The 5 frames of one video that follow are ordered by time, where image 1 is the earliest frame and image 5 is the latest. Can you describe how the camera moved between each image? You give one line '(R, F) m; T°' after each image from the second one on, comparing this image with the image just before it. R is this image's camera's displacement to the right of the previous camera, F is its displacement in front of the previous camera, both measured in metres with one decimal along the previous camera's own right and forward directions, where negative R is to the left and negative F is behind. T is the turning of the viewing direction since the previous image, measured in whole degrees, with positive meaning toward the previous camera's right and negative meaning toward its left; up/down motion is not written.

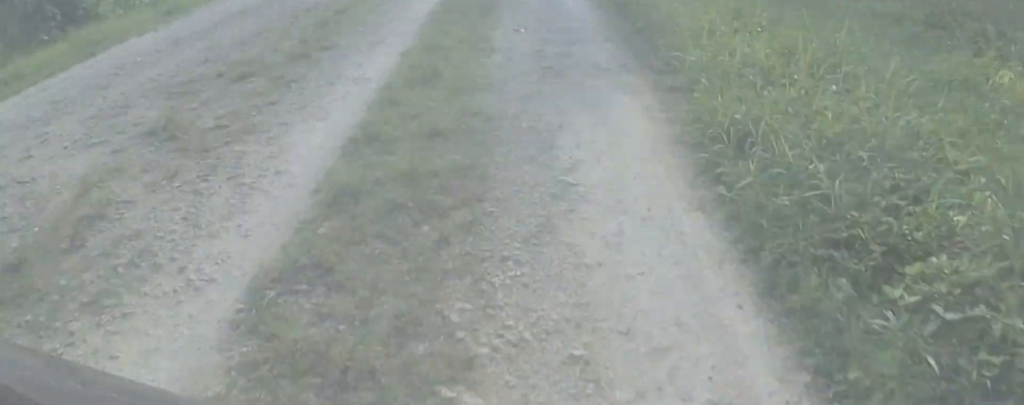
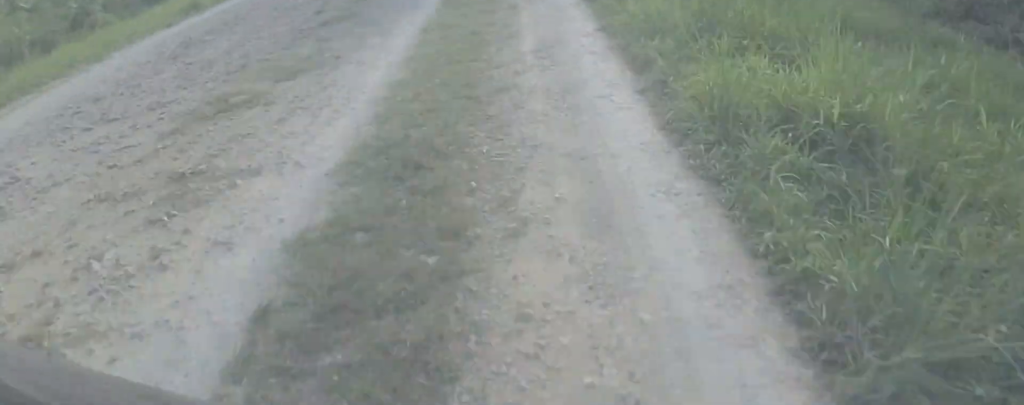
(-0.5, +10.6) m; -3°
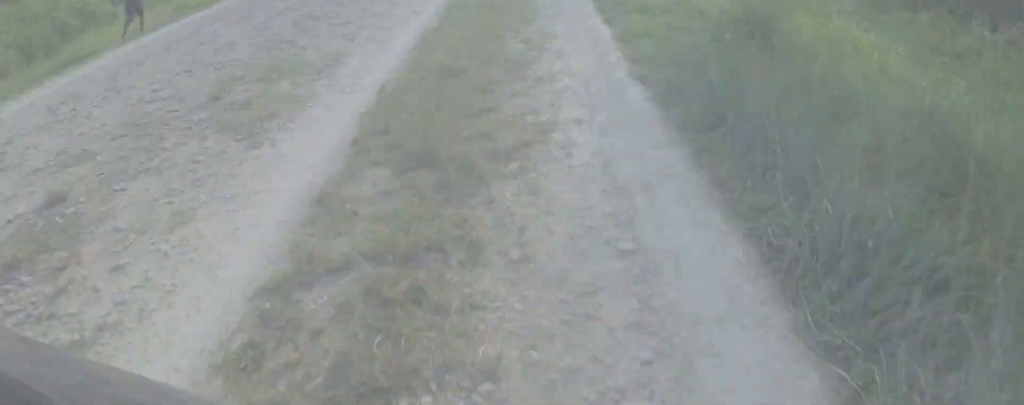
(+0.4, +21.0) m; 0°
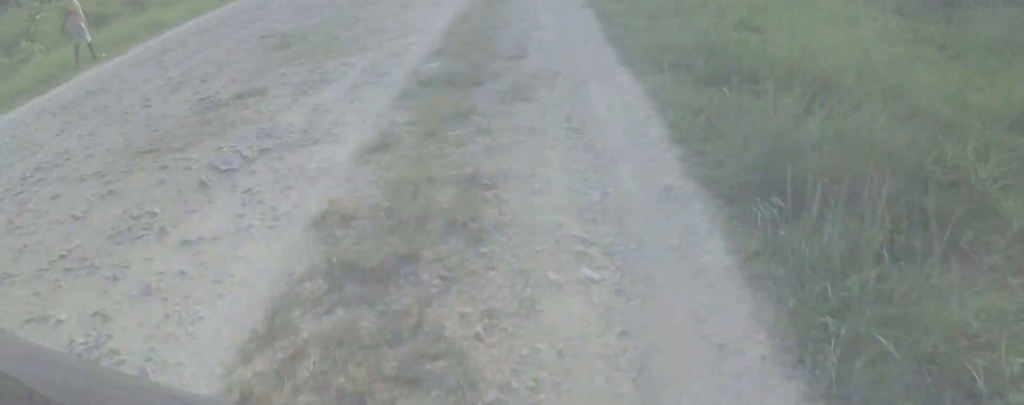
(-0.6, +5.2) m; 0°
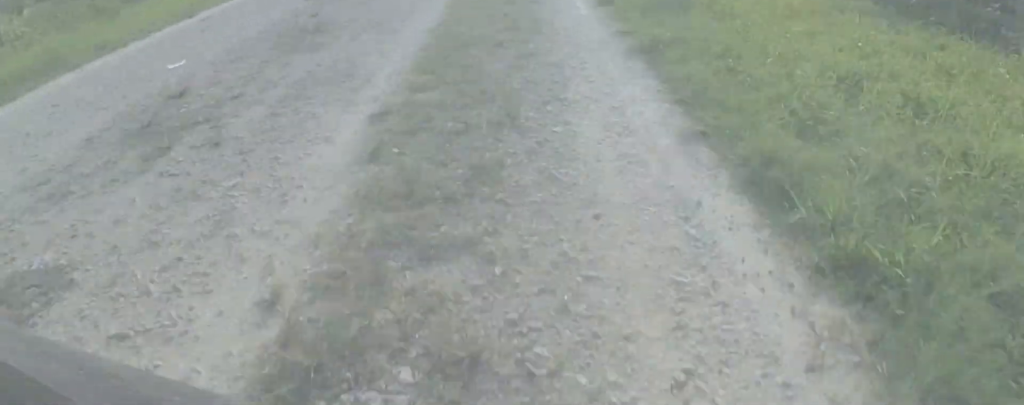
(+0.8, +44.2) m; +1°
